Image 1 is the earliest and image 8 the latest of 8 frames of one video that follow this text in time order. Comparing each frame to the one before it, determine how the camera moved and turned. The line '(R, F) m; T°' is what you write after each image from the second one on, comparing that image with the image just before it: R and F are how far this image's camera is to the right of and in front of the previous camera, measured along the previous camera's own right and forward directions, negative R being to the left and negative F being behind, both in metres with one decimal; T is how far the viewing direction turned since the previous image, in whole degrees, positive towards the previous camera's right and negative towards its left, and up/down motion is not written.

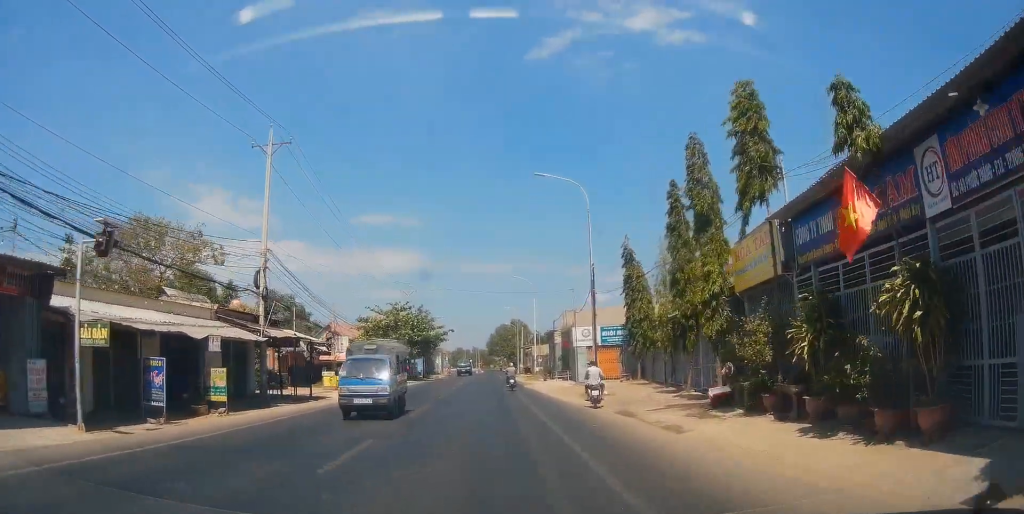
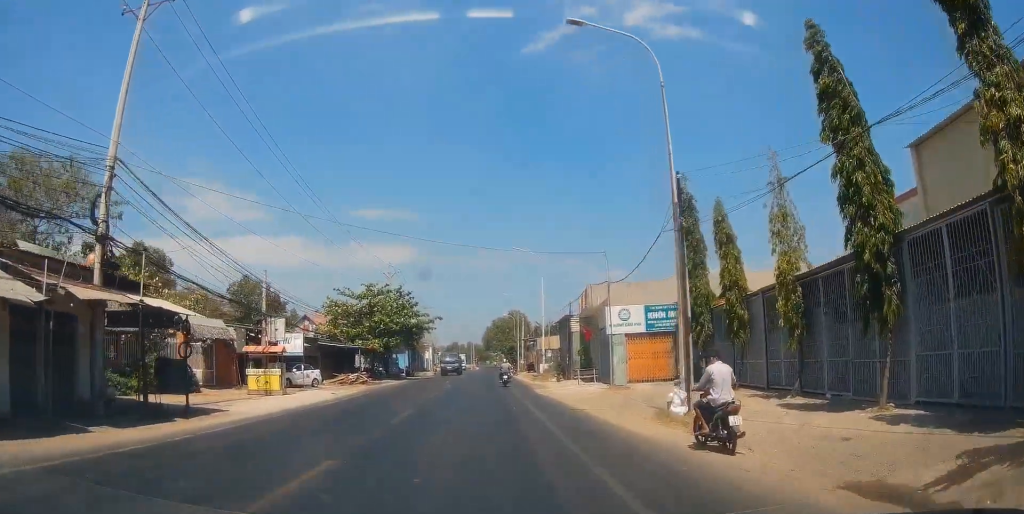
(+0.3, +13.1) m; 0°
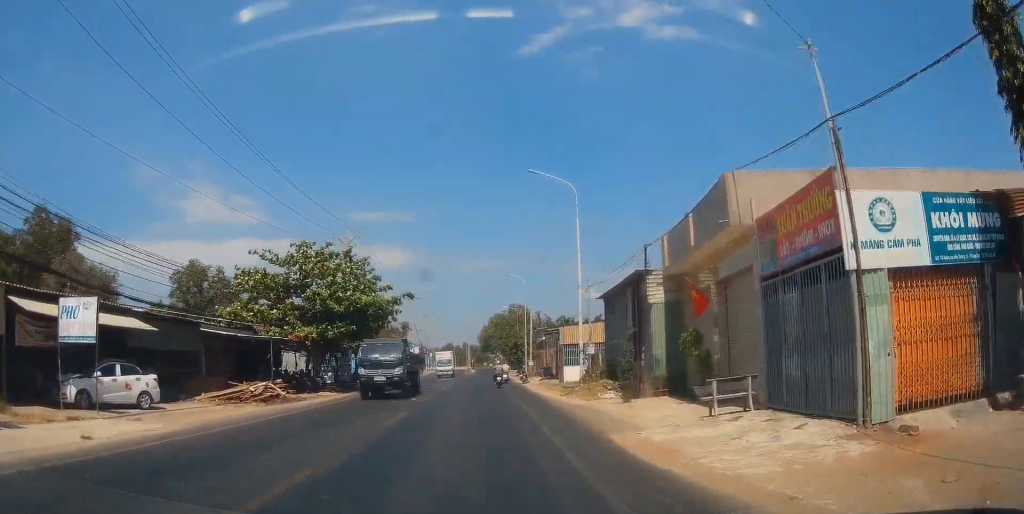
(-0.3, +20.7) m; +2°
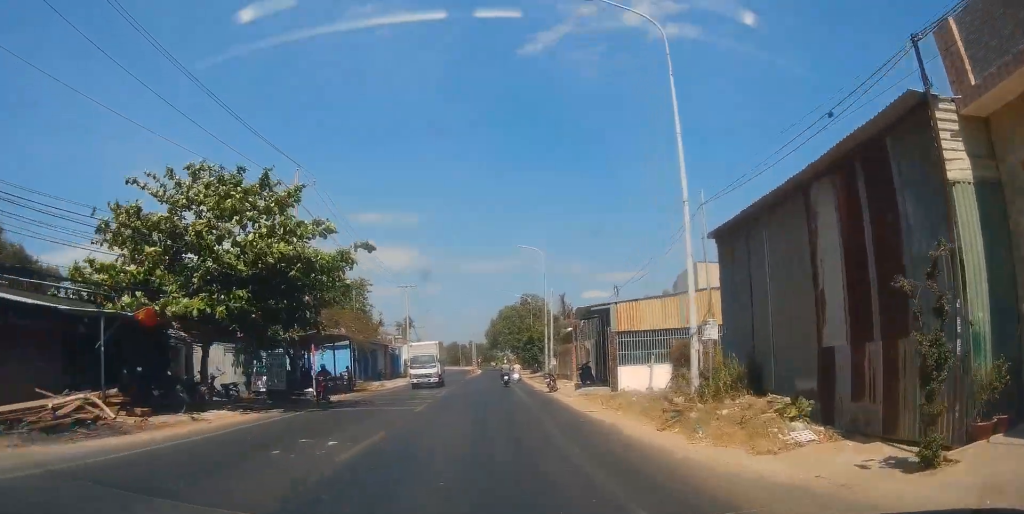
(+0.3, +15.1) m; +1°
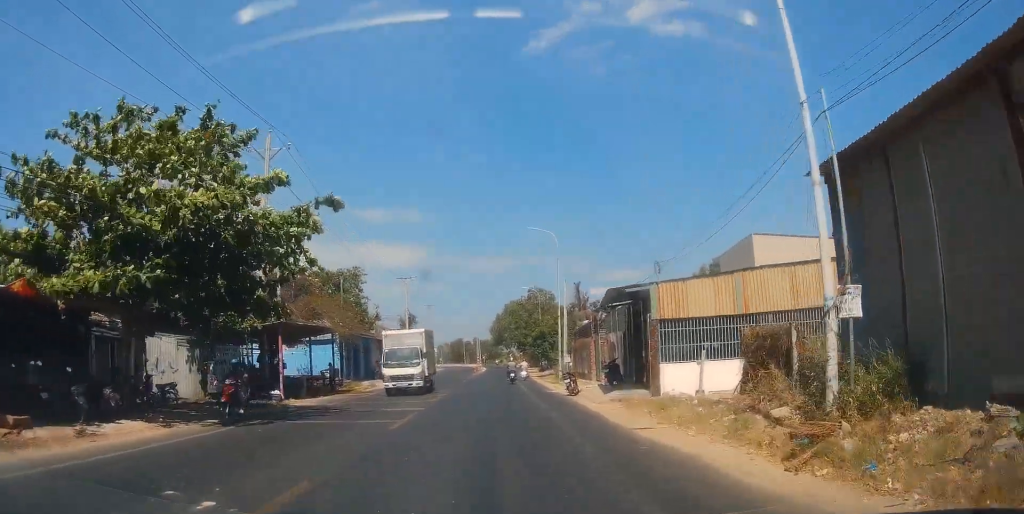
(0.0, +5.8) m; 0°
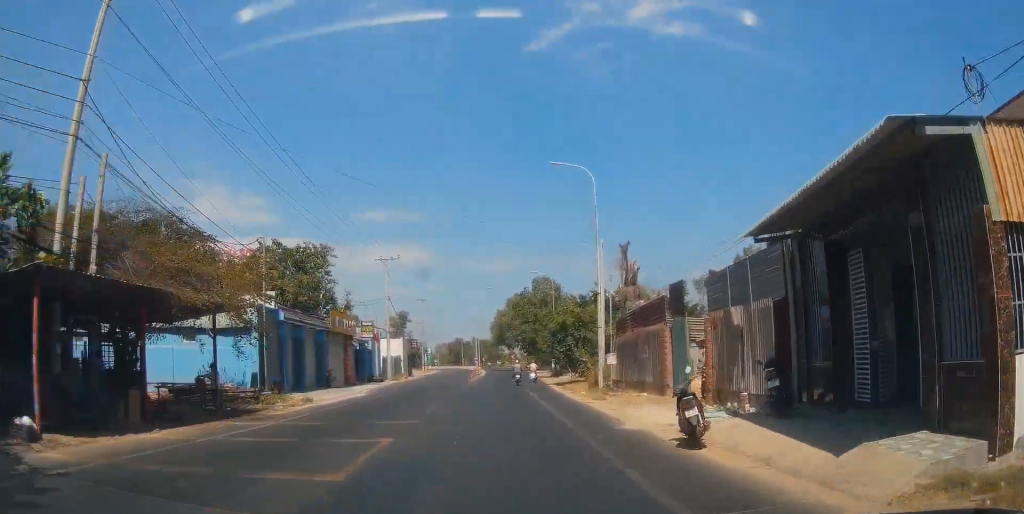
(-0.2, +15.1) m; -3°
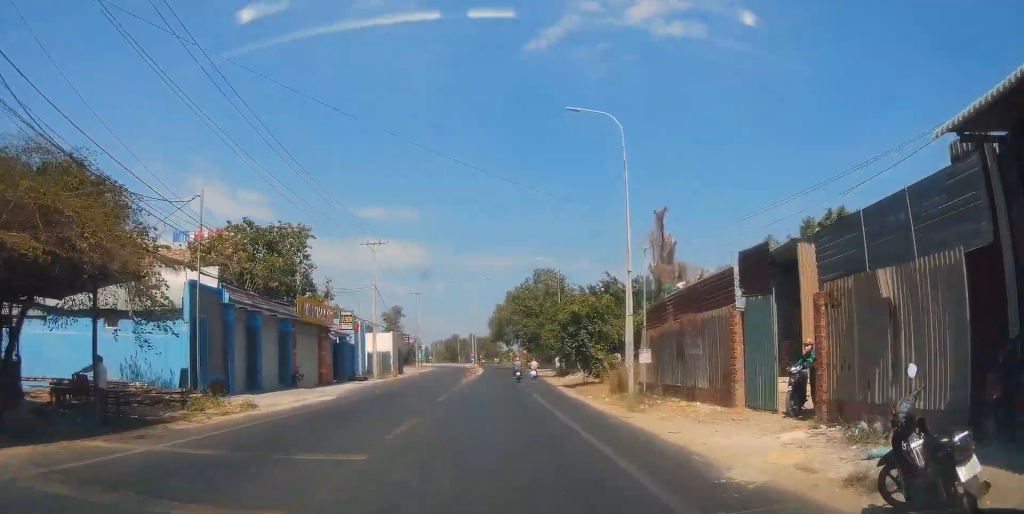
(-0.2, +6.4) m; -1°
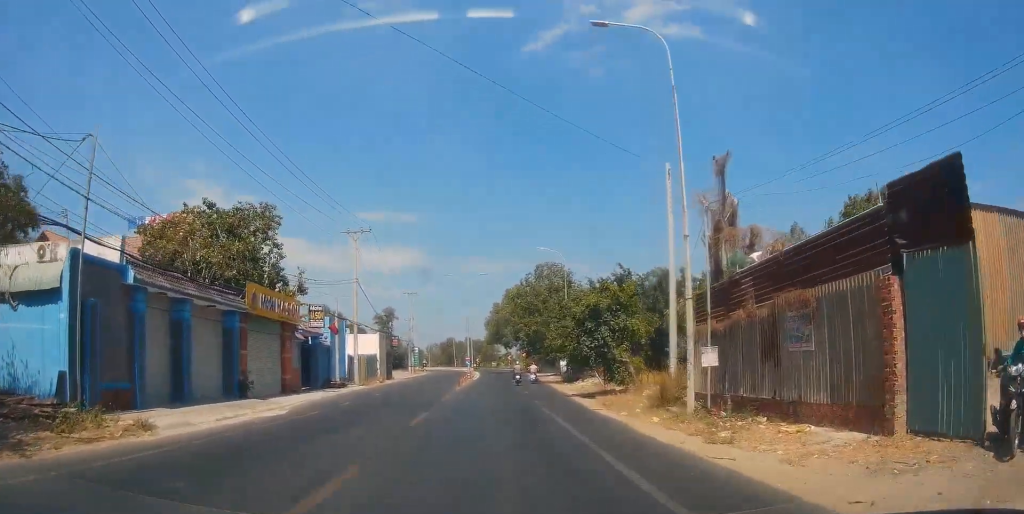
(-0.1, +6.8) m; 0°
